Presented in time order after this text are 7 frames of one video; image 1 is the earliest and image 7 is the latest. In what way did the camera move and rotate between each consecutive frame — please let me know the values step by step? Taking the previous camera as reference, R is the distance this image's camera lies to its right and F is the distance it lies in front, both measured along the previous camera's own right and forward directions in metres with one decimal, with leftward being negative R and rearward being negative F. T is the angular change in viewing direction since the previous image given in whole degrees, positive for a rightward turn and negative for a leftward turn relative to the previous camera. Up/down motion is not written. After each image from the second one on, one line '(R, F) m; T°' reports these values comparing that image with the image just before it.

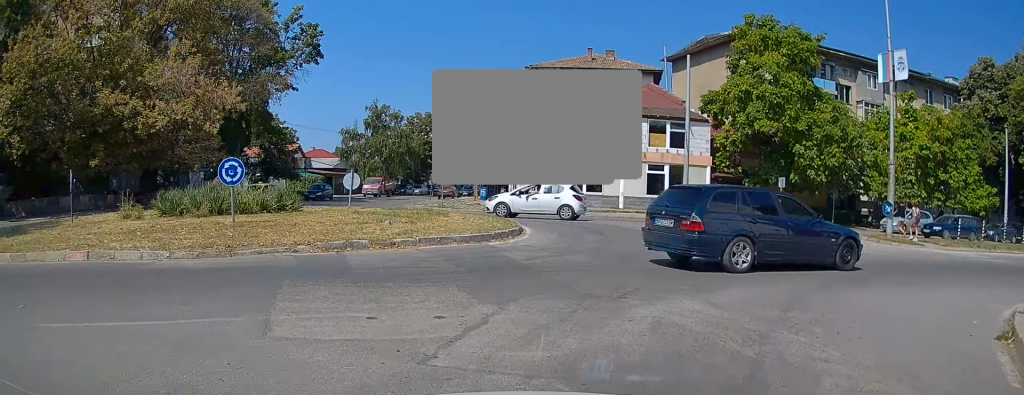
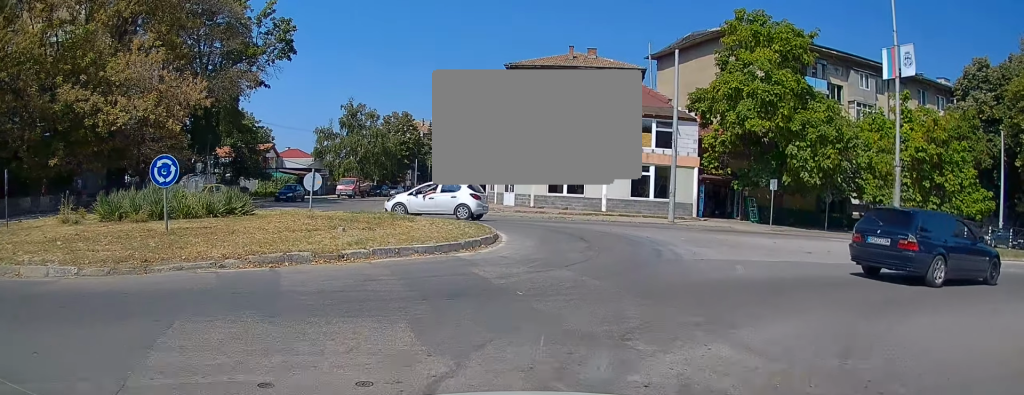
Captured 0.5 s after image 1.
(0.0, +1.4) m; -1°
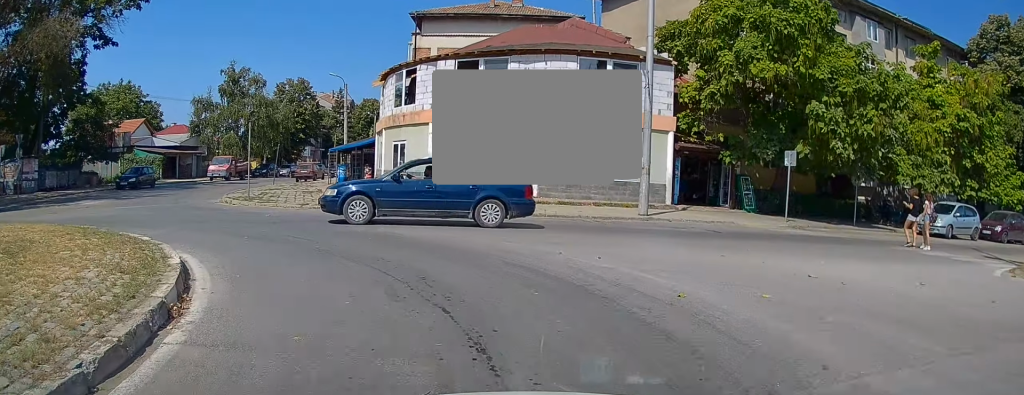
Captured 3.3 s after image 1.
(+0.9, +11.8) m; +4°
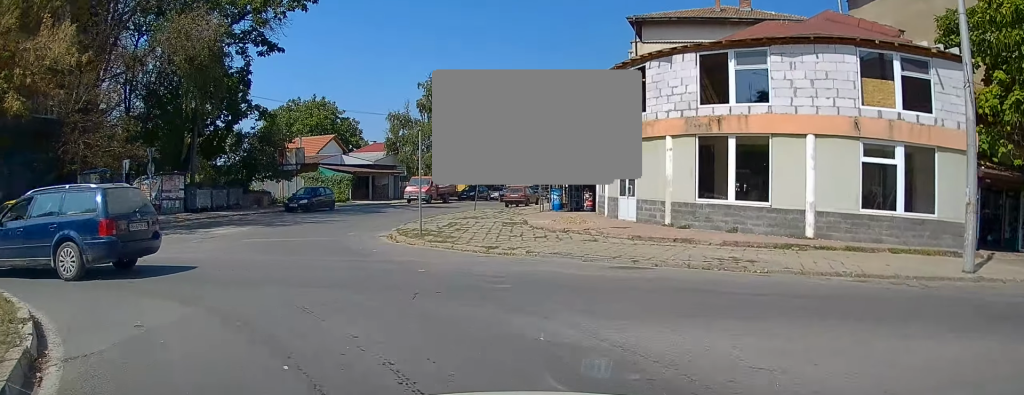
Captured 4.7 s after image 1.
(-0.3, +7.2) m; -12°
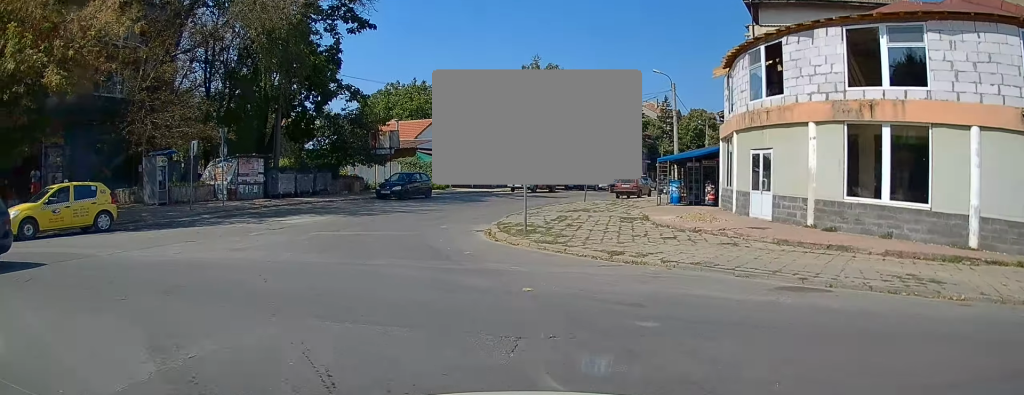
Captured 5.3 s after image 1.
(-0.2, +3.1) m; -10°
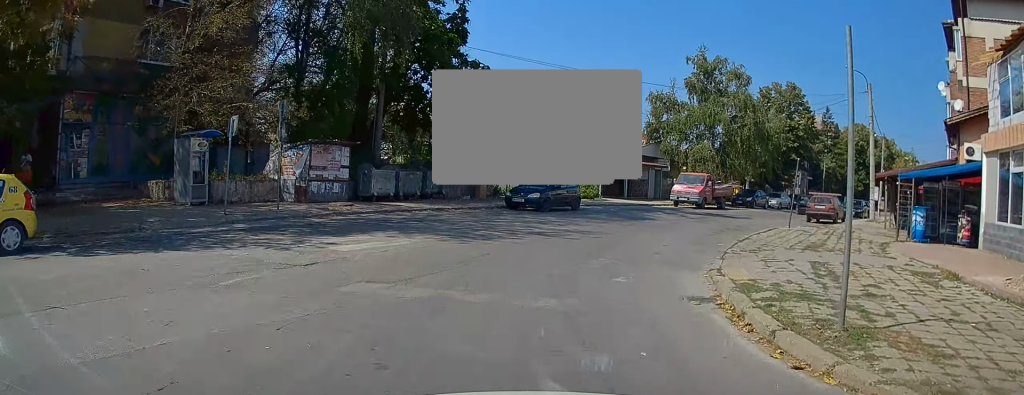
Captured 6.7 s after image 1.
(-1.7, +8.9) m; -14°
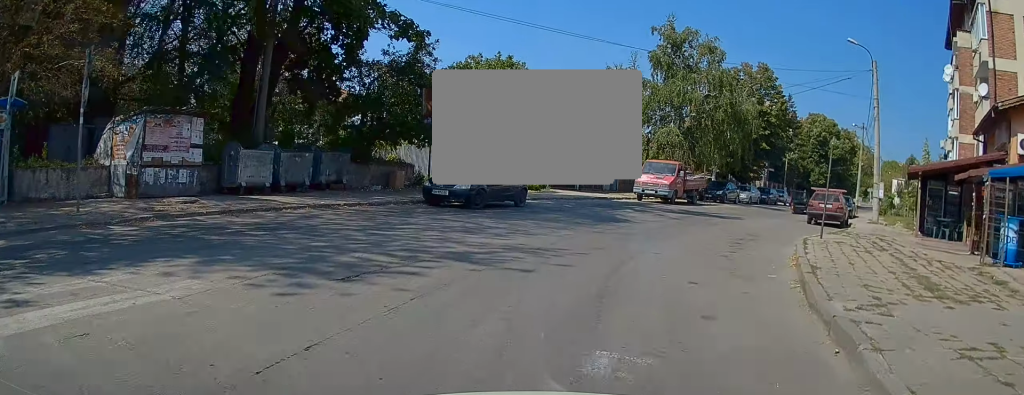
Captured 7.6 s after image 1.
(-0.2, +7.0) m; +3°
